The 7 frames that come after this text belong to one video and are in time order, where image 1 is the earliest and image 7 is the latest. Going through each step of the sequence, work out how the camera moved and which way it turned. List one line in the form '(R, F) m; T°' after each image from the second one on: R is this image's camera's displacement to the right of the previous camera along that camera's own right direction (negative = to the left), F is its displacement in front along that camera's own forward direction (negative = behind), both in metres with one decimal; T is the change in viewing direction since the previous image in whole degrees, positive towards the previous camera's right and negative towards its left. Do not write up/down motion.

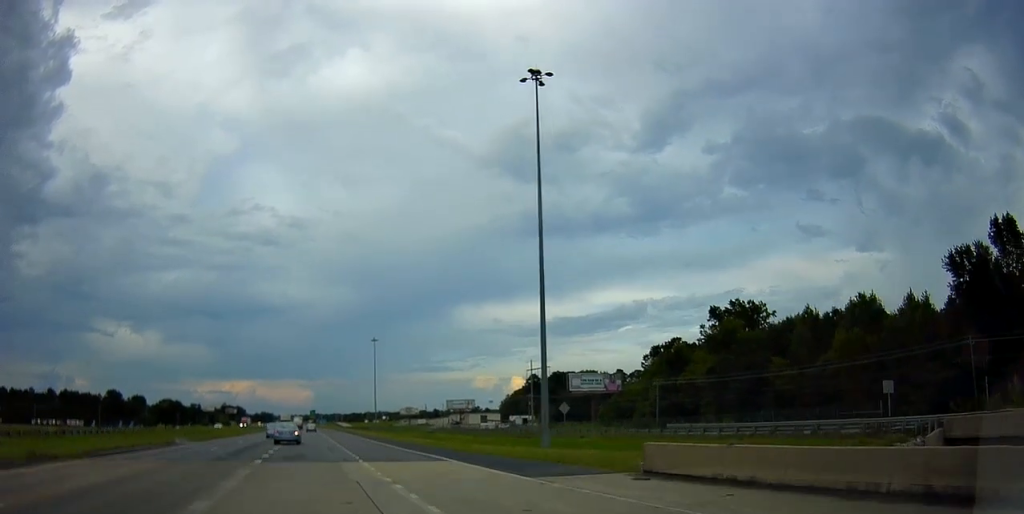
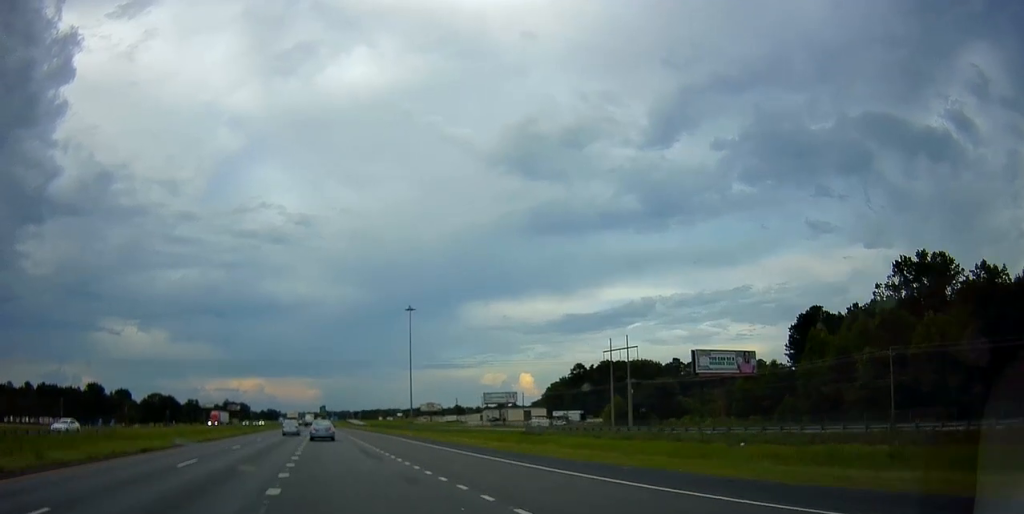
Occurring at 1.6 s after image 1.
(-0.1, +49.3) m; -1°
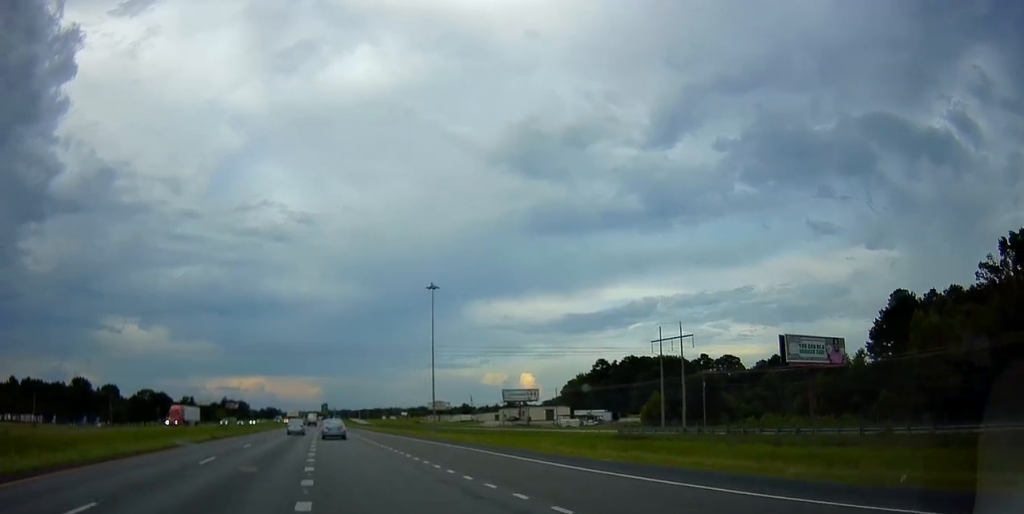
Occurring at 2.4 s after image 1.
(-0.3, +23.7) m; -1°
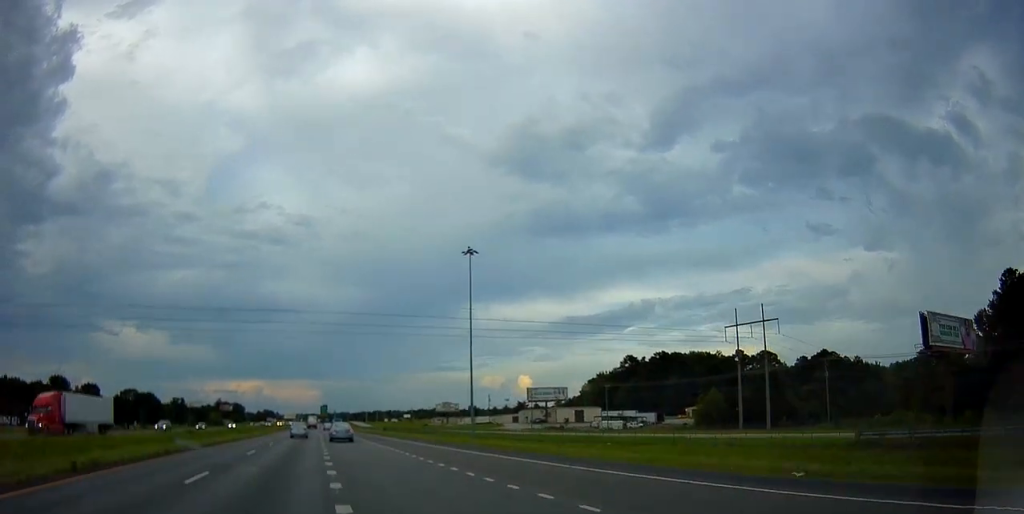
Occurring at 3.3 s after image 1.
(0.0, +28.9) m; +1°
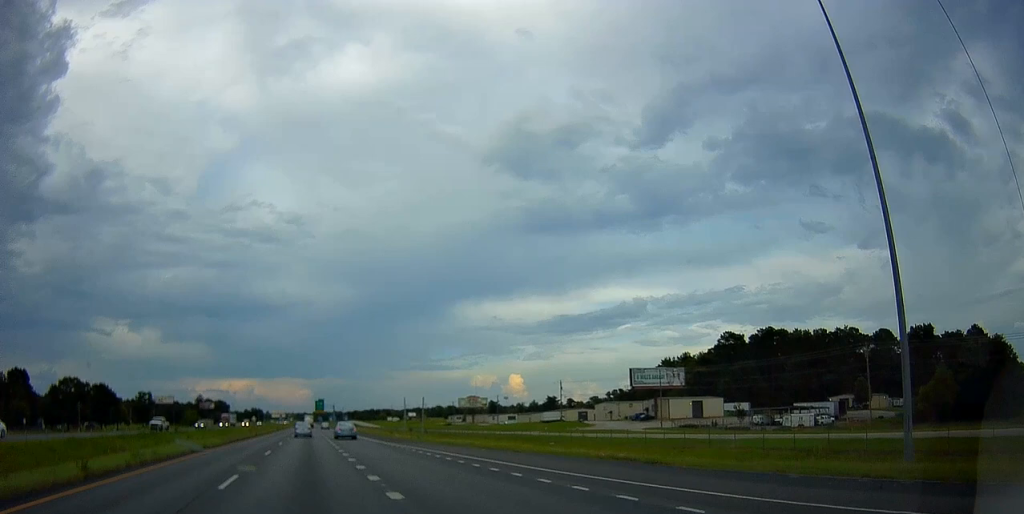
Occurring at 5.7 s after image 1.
(+0.2, +74.3) m; 0°
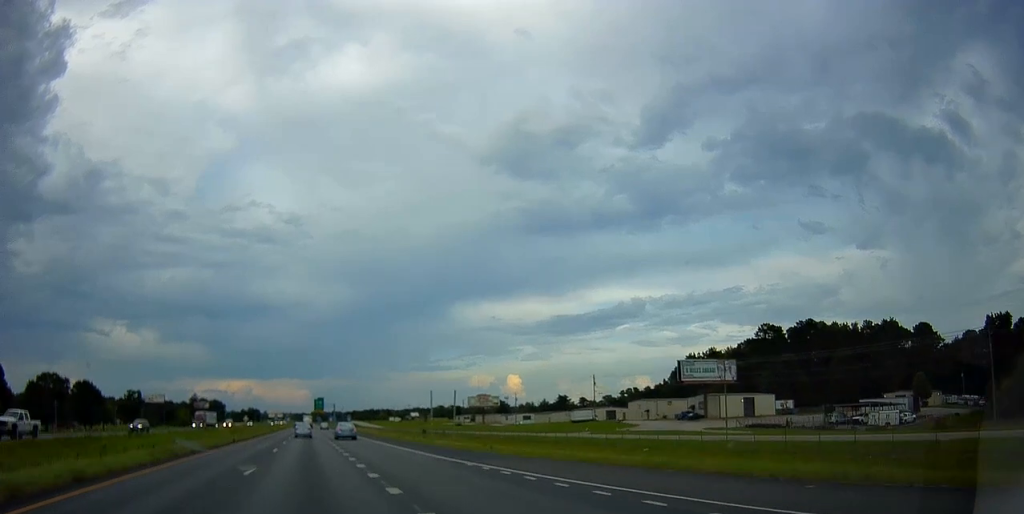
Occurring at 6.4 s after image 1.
(+0.2, +20.6) m; +1°
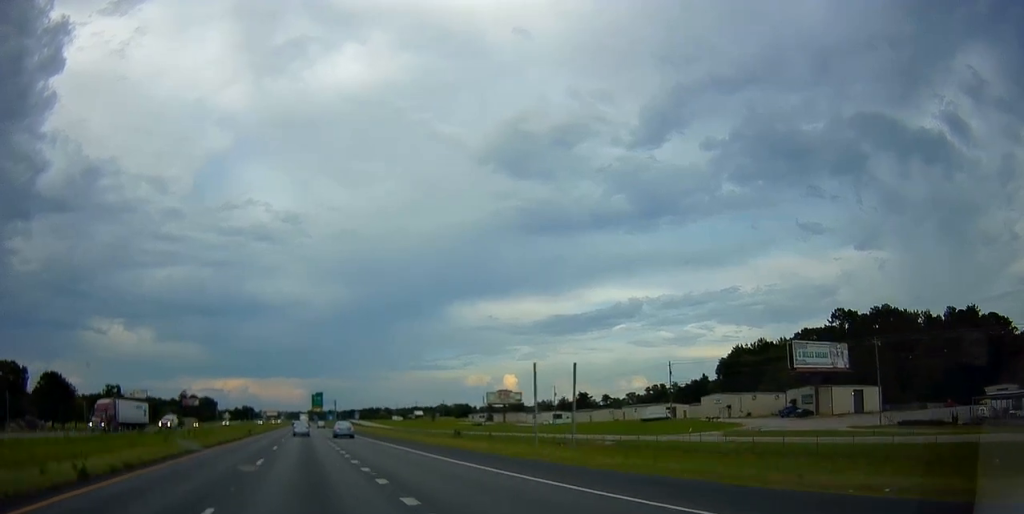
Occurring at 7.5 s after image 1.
(0.0, +34.1) m; 0°
